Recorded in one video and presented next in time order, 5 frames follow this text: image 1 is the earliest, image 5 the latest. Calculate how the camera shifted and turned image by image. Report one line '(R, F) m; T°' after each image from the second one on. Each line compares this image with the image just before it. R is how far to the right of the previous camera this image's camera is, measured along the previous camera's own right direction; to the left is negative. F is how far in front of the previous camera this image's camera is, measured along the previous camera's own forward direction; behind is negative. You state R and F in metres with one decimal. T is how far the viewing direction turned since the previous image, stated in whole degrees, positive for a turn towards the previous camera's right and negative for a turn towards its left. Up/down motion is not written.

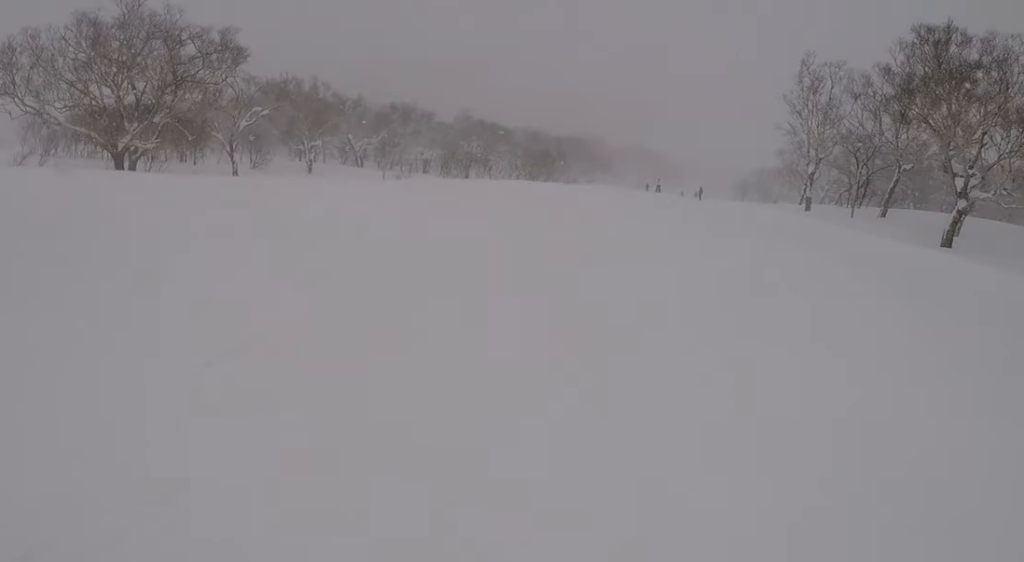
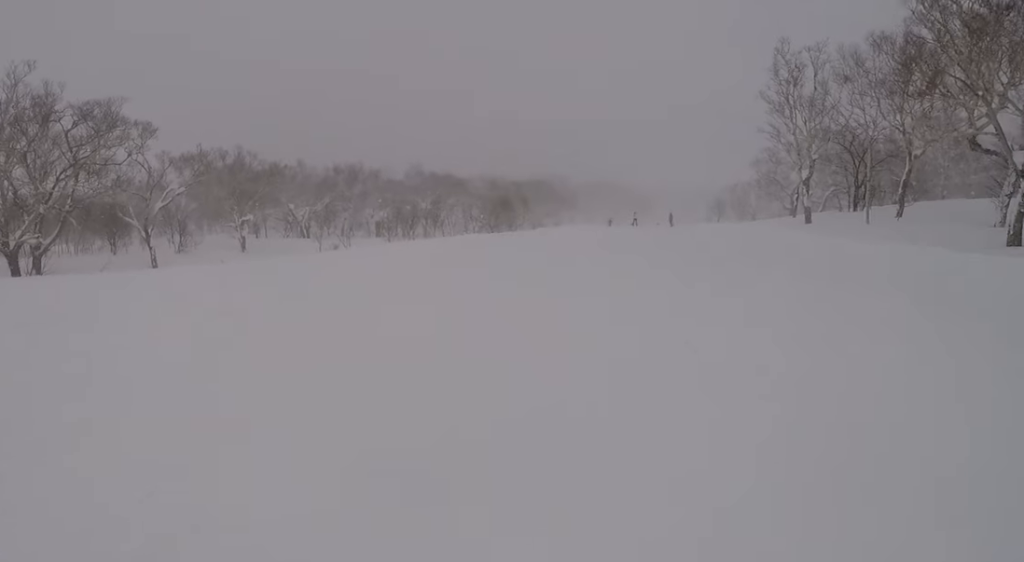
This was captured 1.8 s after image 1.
(-0.1, +7.3) m; -1°
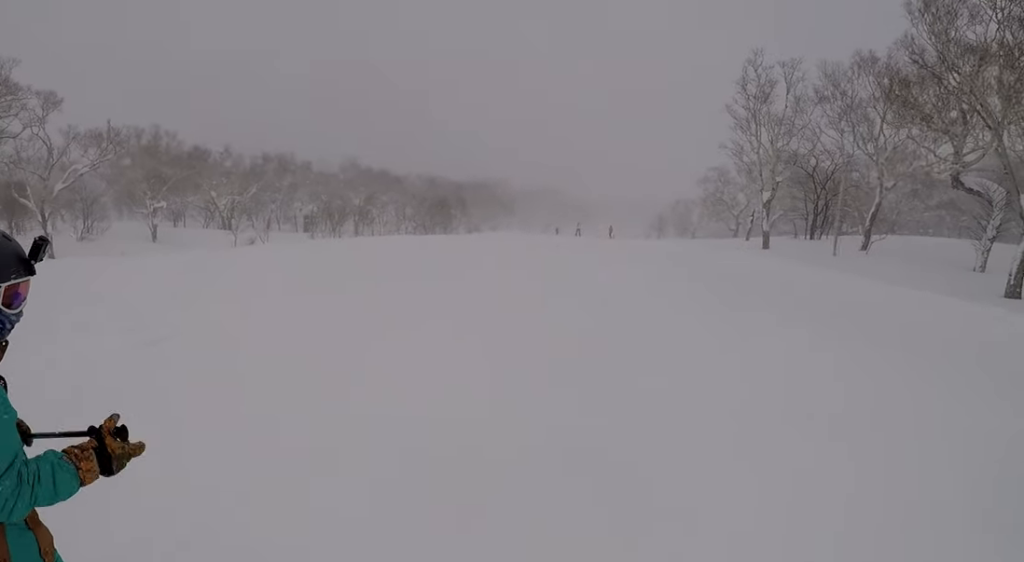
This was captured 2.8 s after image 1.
(0.0, +3.9) m; 0°
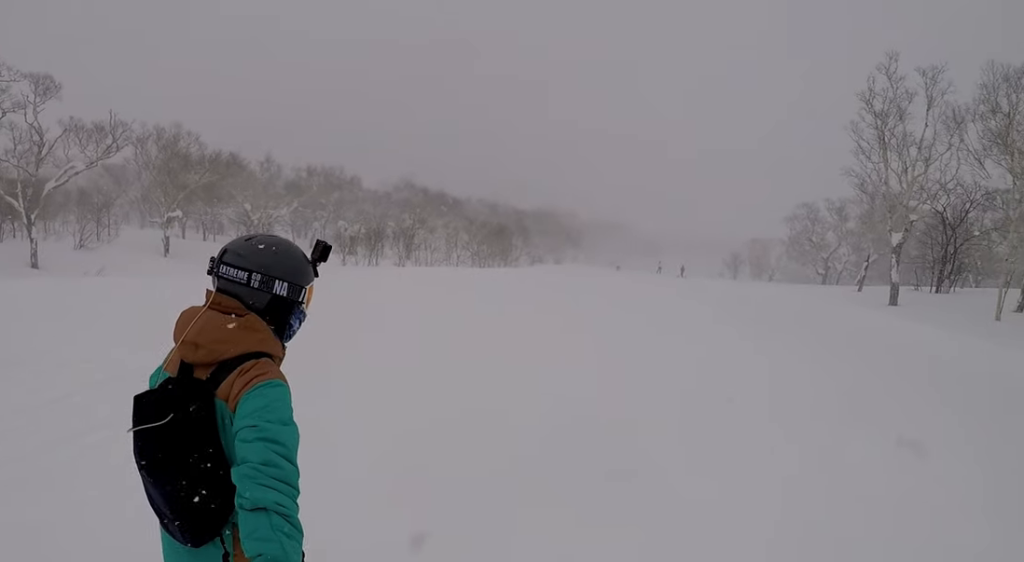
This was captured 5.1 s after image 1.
(0.0, +8.4) m; 0°
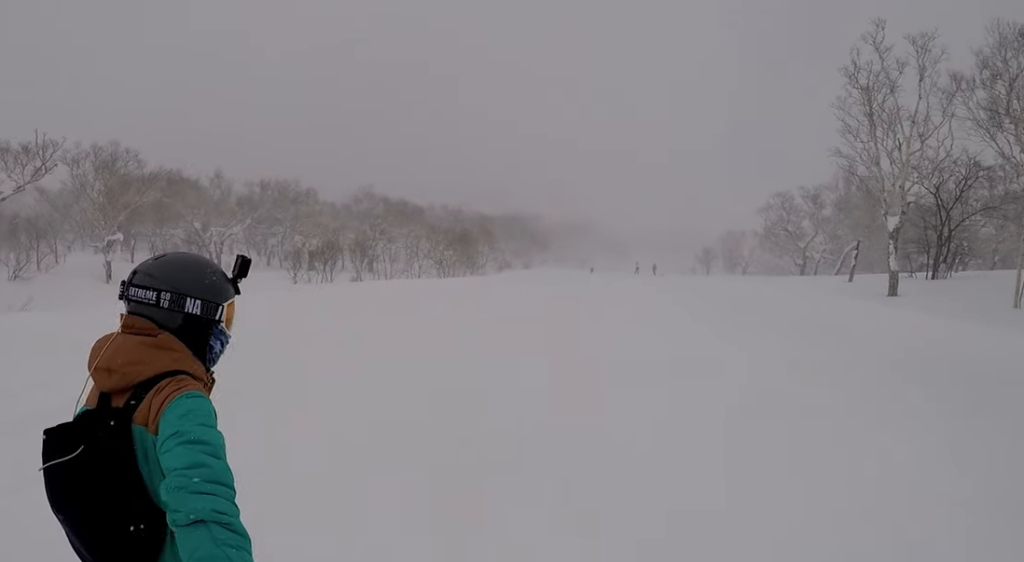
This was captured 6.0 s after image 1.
(0.0, +3.3) m; 0°
